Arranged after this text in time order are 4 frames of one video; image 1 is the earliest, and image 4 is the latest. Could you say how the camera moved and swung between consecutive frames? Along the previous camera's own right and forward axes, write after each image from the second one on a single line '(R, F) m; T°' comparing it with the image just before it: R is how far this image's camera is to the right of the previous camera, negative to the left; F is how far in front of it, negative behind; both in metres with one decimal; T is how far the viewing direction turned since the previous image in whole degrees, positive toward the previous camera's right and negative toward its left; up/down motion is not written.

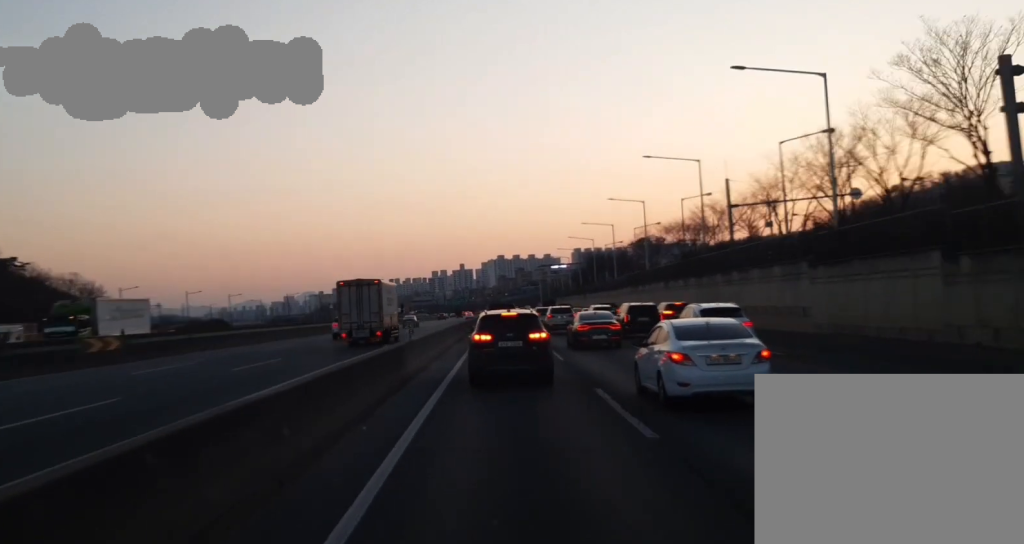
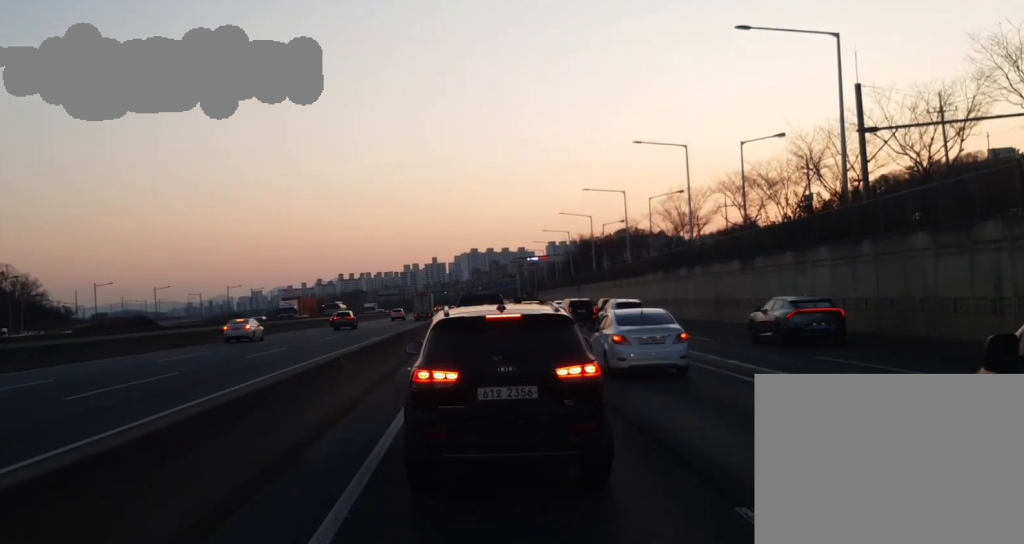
(-0.5, +30.1) m; -2°
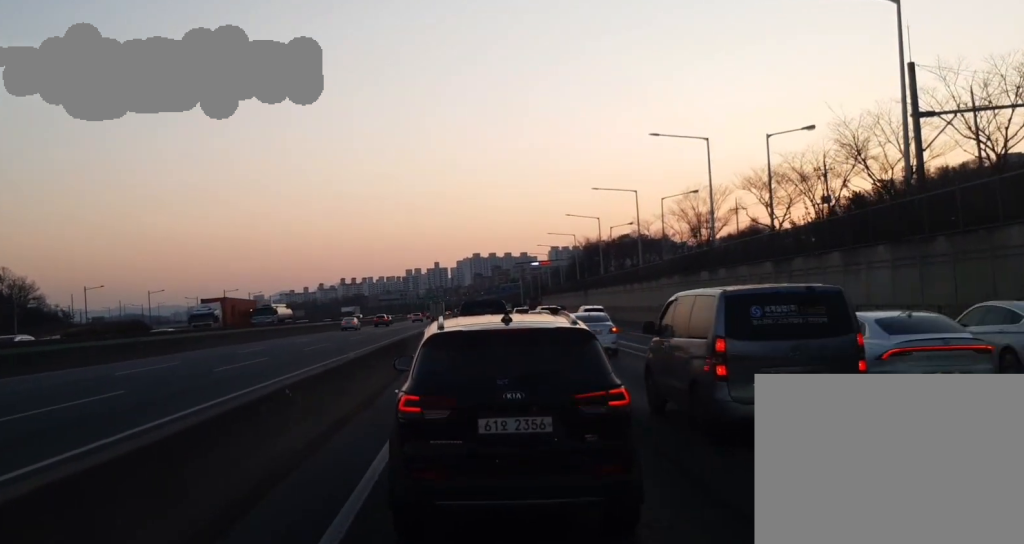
(-0.1, +10.6) m; 0°
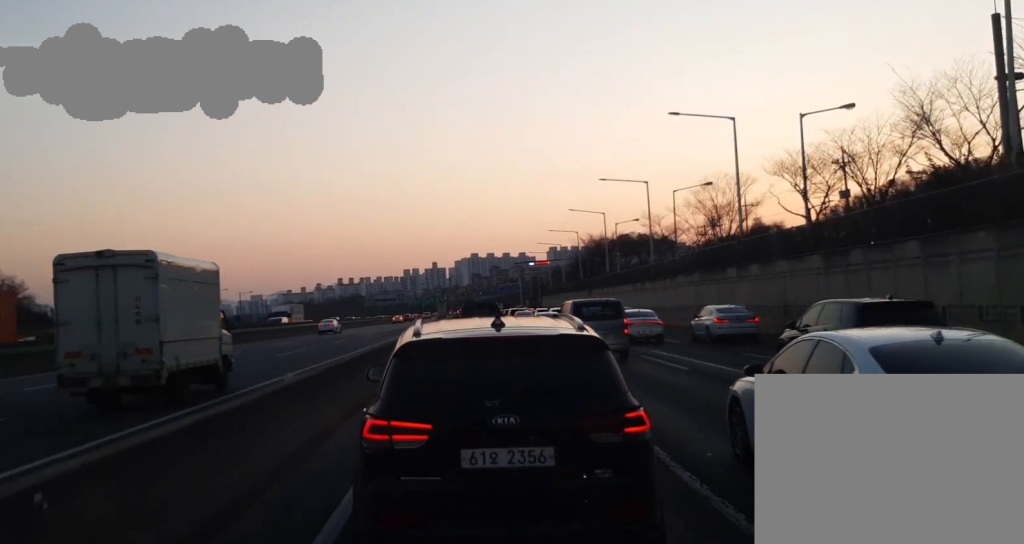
(+0.4, +11.1) m; +5°
